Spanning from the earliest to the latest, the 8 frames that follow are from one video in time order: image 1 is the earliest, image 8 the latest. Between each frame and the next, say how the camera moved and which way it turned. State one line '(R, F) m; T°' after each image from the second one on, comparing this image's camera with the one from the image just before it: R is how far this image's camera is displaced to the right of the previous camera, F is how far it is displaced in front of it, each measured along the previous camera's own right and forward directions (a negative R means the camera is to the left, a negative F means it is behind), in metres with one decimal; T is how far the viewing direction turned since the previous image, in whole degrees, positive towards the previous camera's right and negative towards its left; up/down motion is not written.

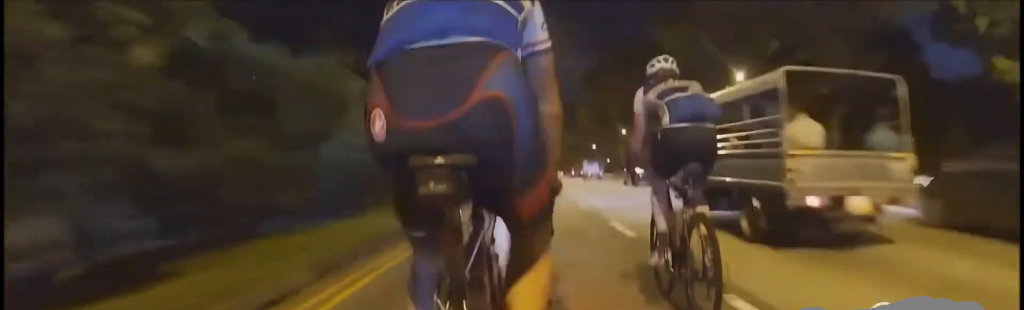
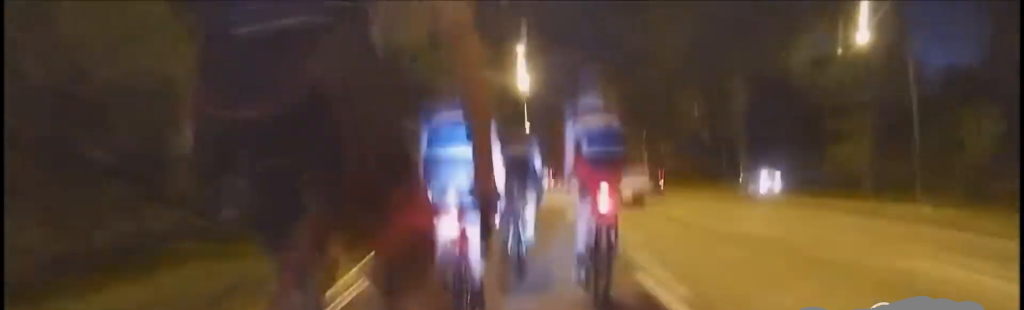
(-0.4, +22.7) m; -2°
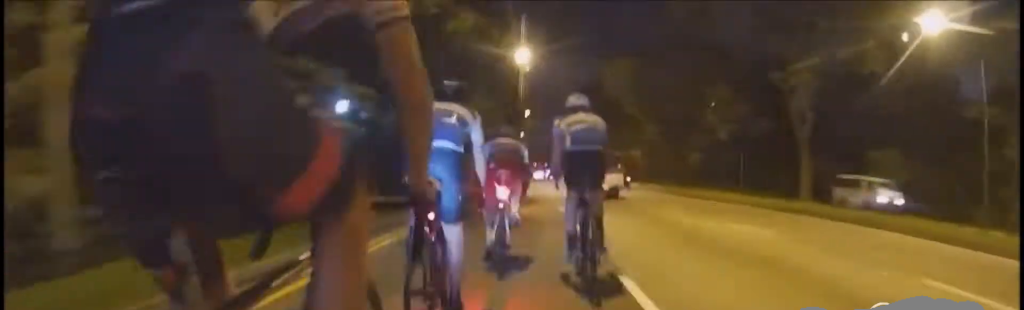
(-0.1, +6.7) m; 0°
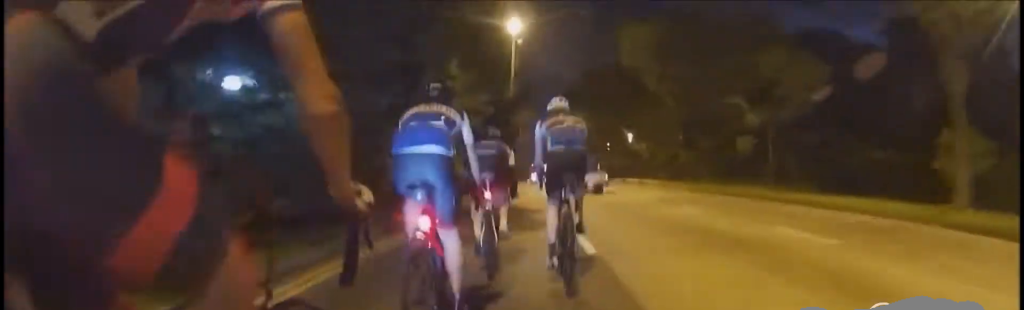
(+0.2, +8.4) m; +1°
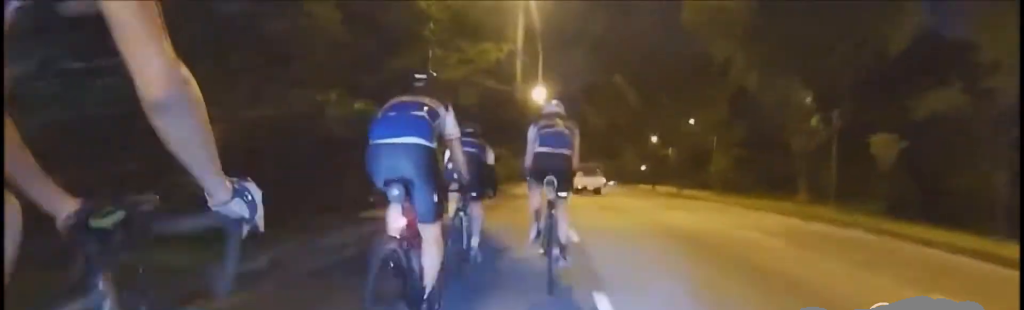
(+0.1, +10.5) m; 0°
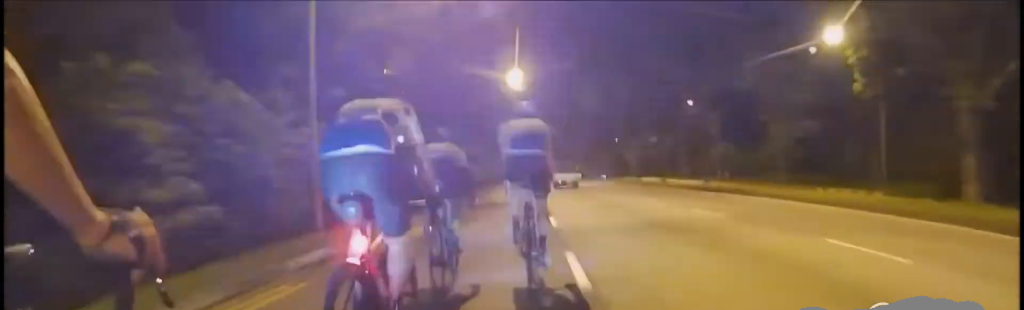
(0.0, +9.7) m; -1°
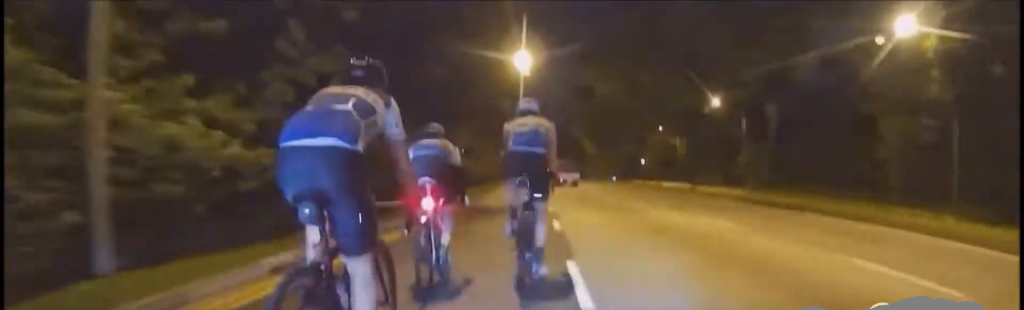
(+0.1, +6.9) m; -1°
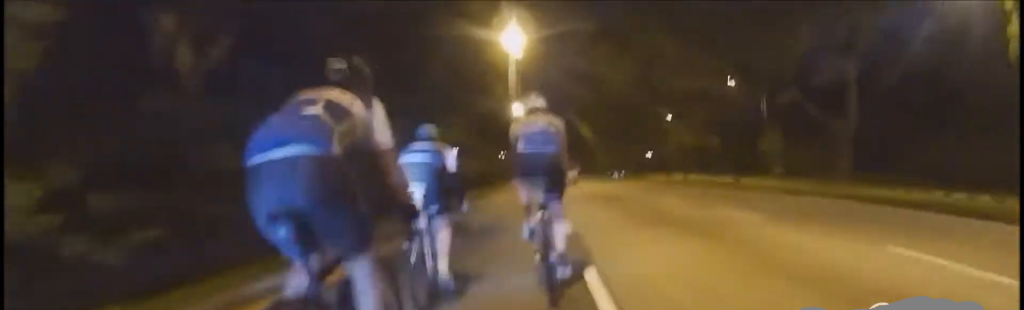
(-0.2, +6.3) m; 0°
